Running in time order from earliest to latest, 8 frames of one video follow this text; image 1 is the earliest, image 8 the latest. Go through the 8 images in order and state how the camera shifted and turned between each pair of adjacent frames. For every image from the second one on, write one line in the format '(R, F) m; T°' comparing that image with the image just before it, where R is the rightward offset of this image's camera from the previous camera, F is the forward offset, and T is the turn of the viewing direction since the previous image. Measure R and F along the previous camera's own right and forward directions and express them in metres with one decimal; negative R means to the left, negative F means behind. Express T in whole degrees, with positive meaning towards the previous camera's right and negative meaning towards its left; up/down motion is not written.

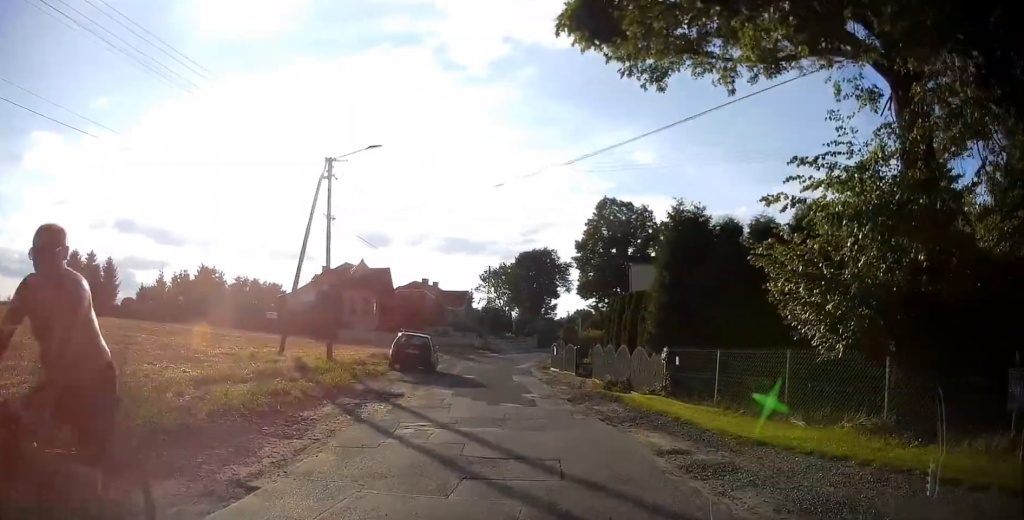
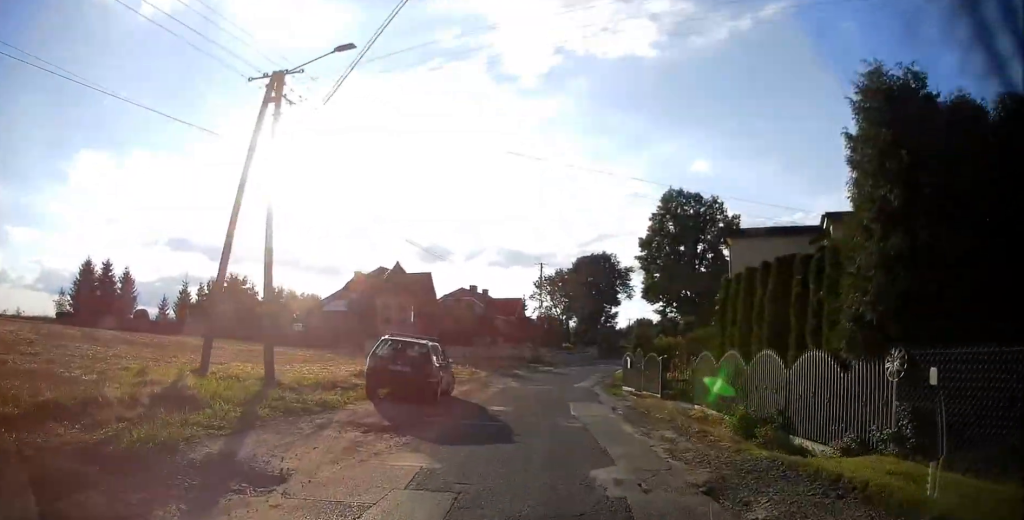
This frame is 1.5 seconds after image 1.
(-0.3, +10.1) m; -2°
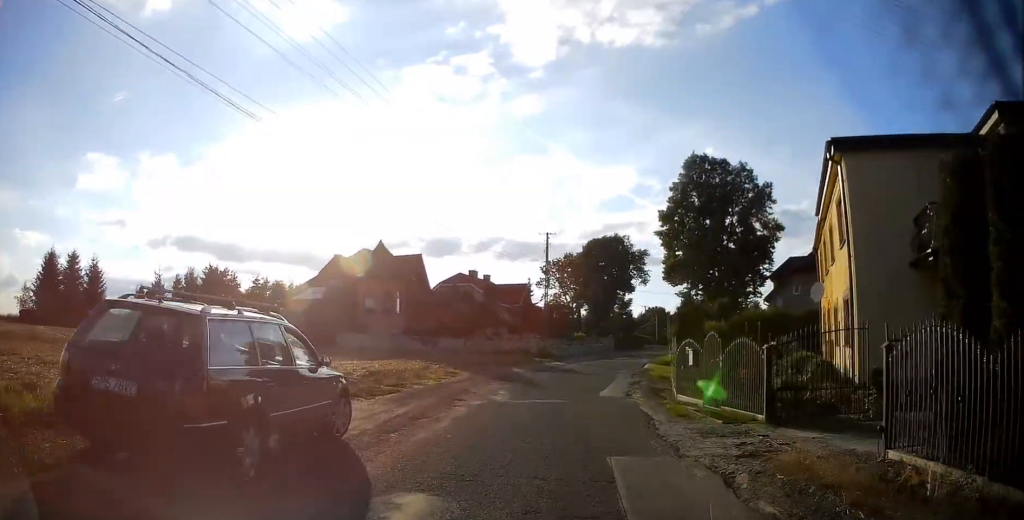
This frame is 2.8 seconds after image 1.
(+0.1, +10.5) m; 0°
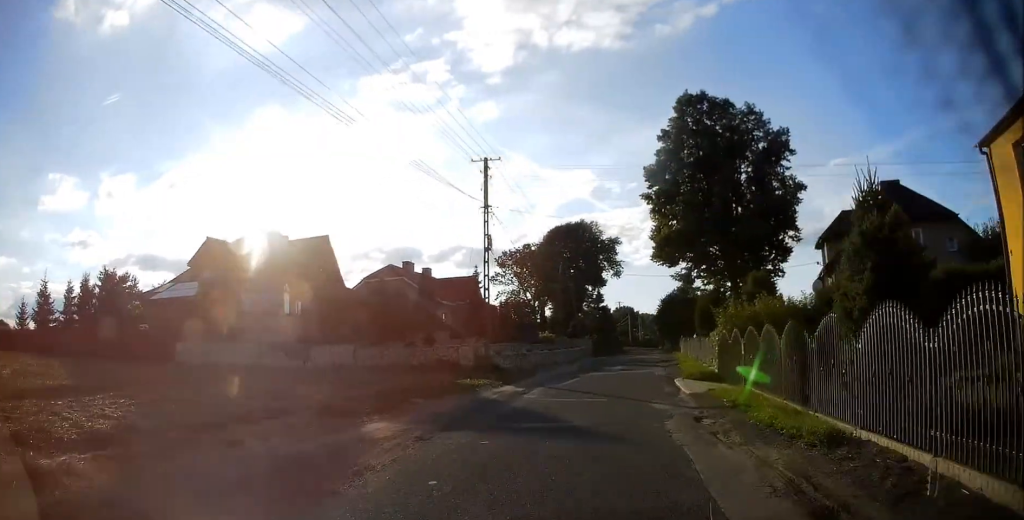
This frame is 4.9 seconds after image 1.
(+0.4, +18.4) m; +5°
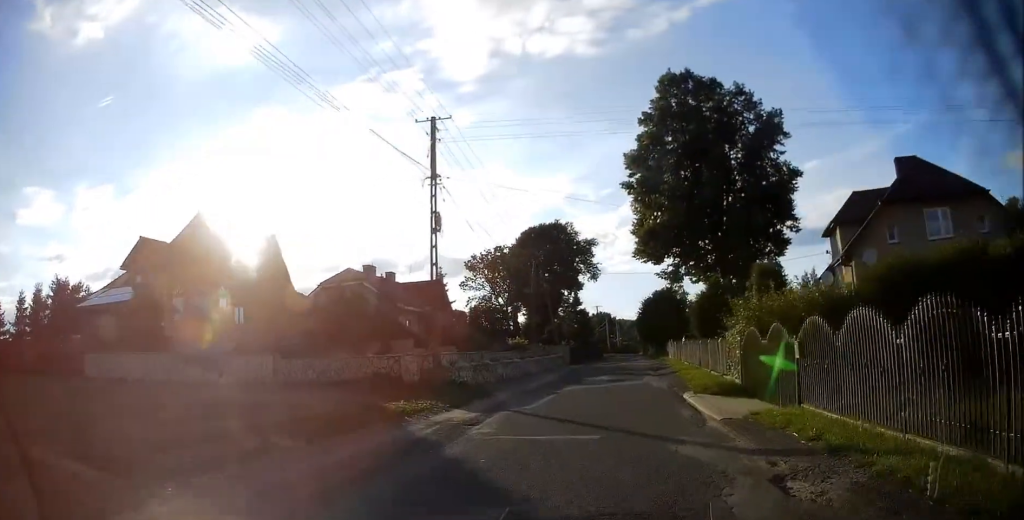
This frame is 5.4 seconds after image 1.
(+0.2, +5.4) m; +2°
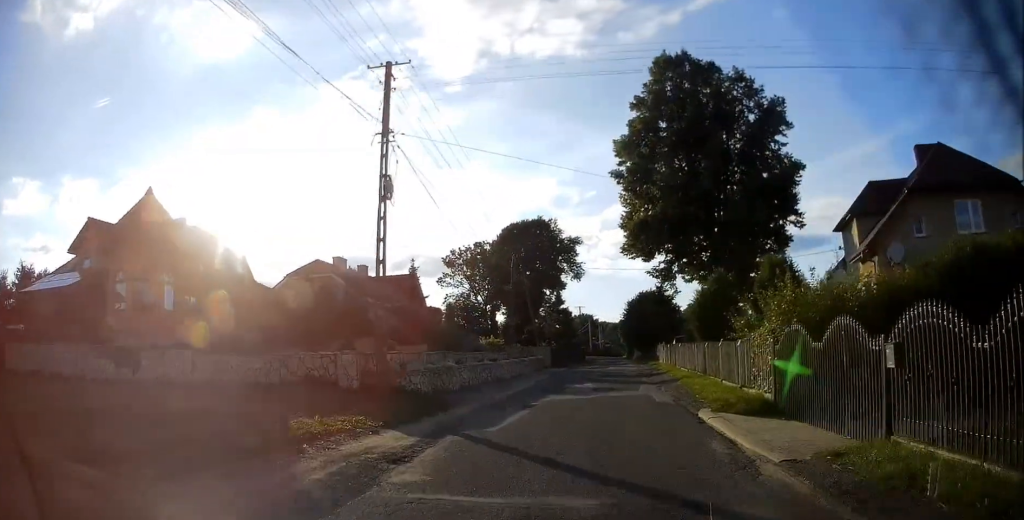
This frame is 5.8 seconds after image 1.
(0.0, +3.9) m; +1°
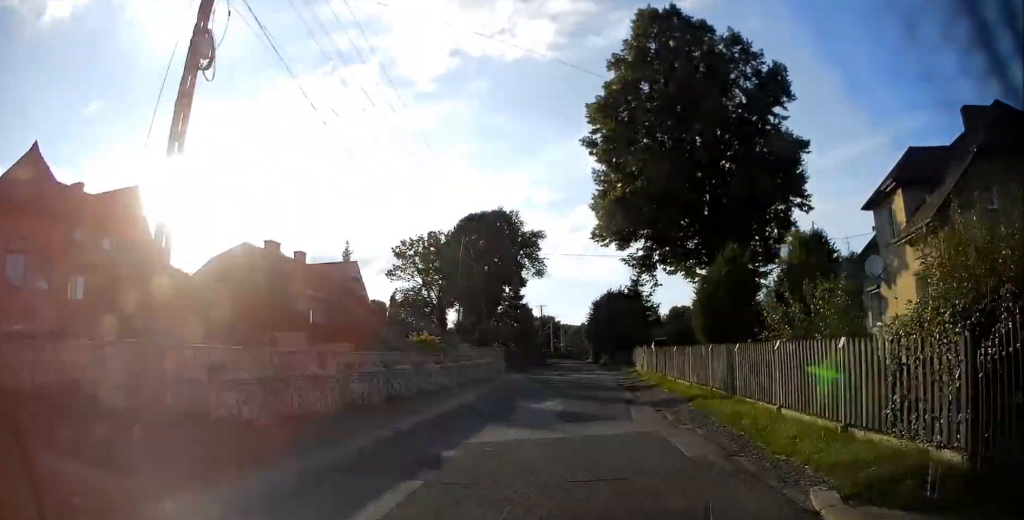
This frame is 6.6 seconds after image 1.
(0.0, +7.3) m; +2°
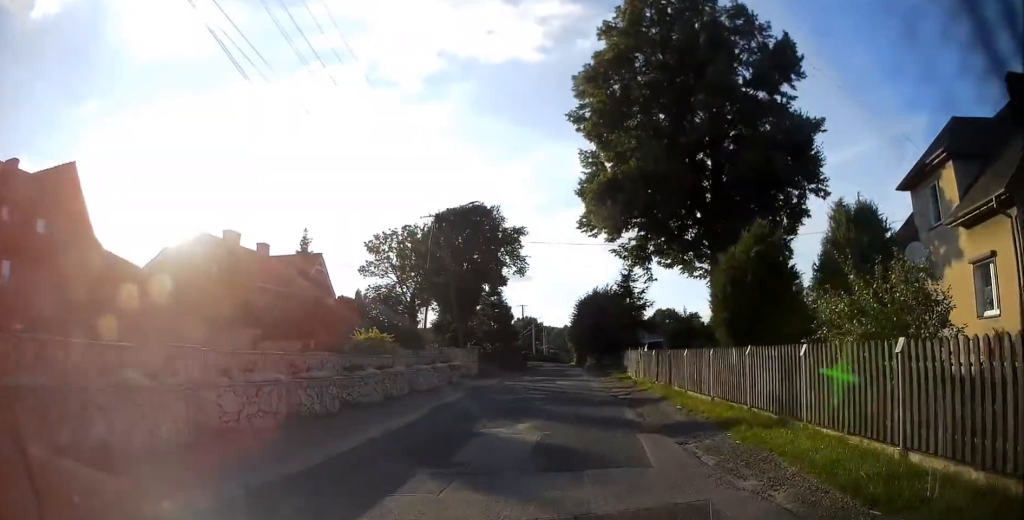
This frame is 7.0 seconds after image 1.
(+0.1, +4.4) m; +1°
